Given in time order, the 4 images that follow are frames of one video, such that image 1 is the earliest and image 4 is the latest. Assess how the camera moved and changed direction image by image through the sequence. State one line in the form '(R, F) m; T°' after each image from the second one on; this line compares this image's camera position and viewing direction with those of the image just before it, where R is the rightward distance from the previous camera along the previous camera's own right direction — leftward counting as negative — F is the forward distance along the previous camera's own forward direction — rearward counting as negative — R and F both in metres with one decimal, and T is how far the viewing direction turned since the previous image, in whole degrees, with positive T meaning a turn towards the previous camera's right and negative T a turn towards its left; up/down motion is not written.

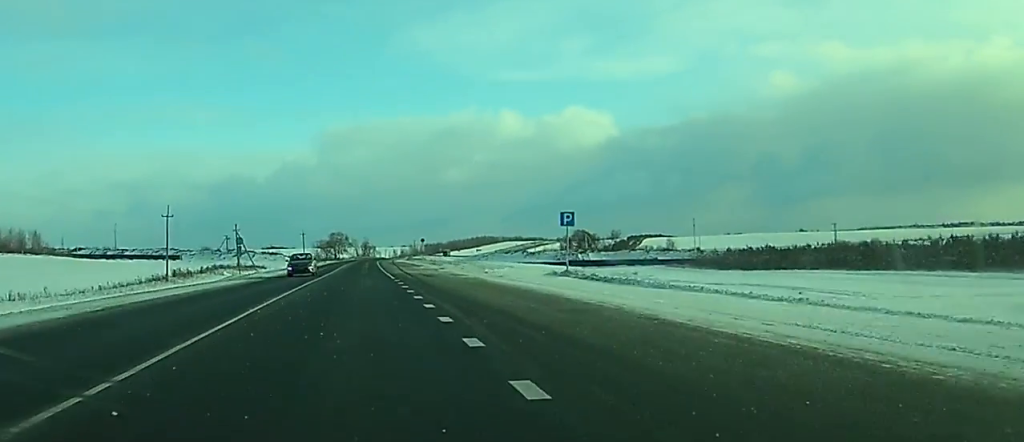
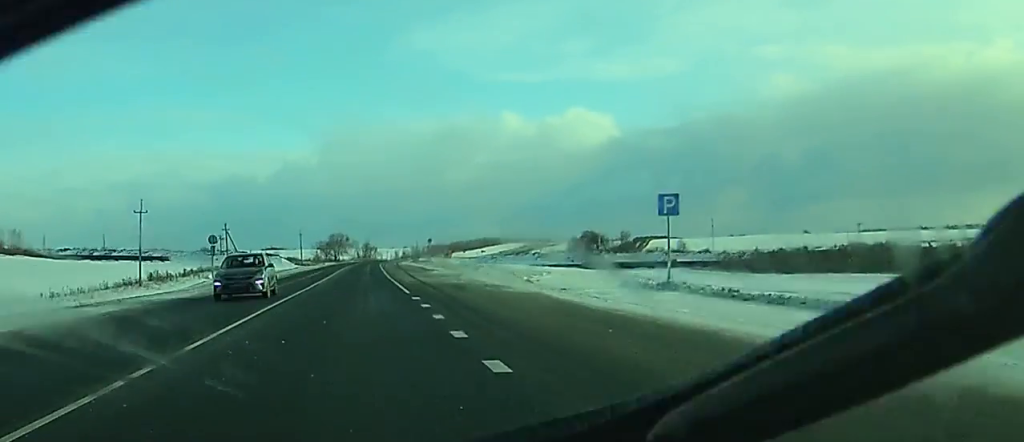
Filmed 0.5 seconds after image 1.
(0.0, +13.8) m; 0°
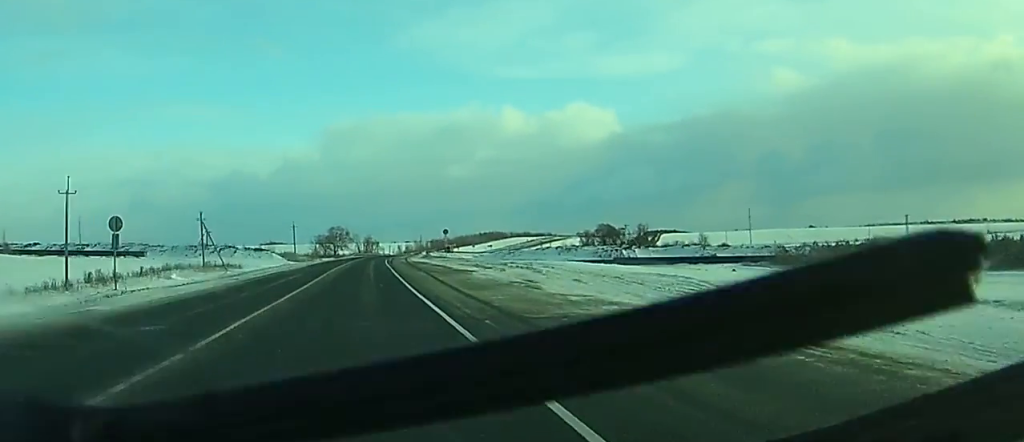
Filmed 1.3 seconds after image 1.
(+0.1, +24.7) m; 0°
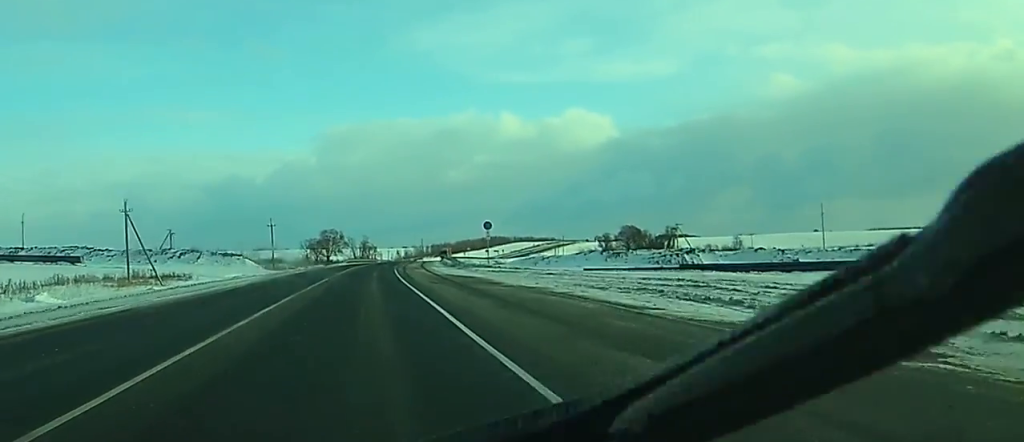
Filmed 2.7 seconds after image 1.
(-0.1, +40.3) m; -1°
